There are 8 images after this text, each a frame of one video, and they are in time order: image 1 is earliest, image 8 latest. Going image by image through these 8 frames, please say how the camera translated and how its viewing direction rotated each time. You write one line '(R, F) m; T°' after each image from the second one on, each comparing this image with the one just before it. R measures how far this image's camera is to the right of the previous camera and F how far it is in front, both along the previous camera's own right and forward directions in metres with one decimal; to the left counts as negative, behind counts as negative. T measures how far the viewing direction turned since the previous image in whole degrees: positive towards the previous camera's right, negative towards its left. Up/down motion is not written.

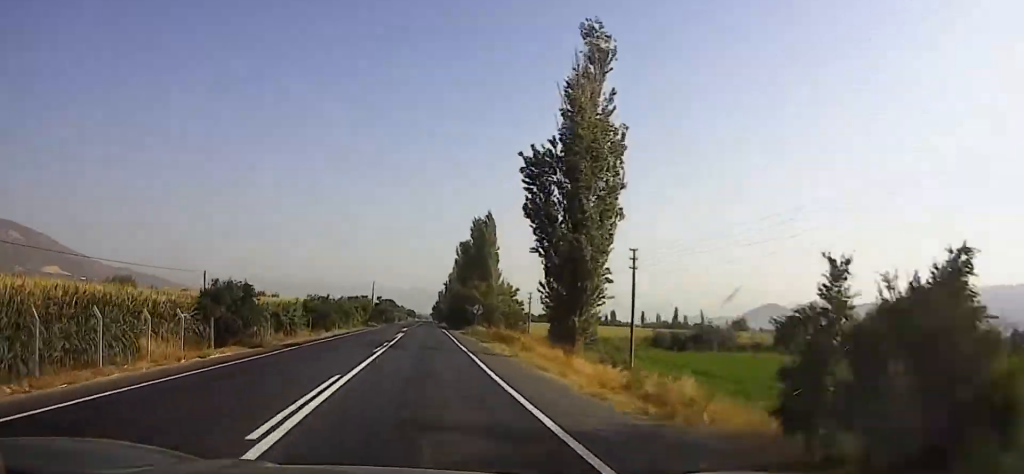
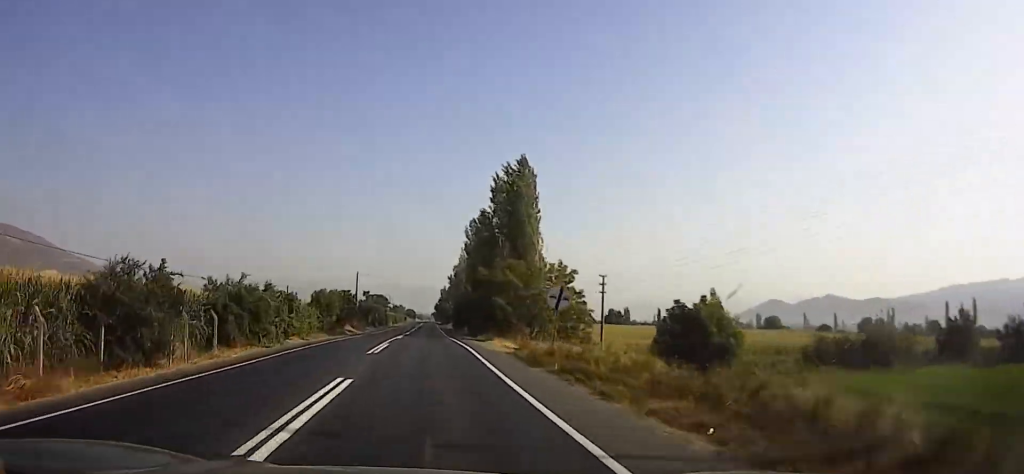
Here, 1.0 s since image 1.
(+0.9, +29.8) m; +1°
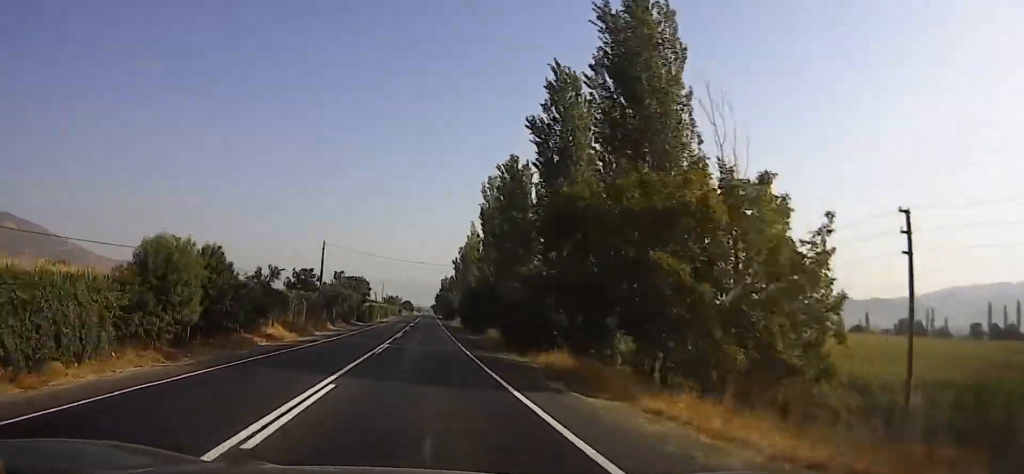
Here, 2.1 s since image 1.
(-0.2, +30.0) m; -1°
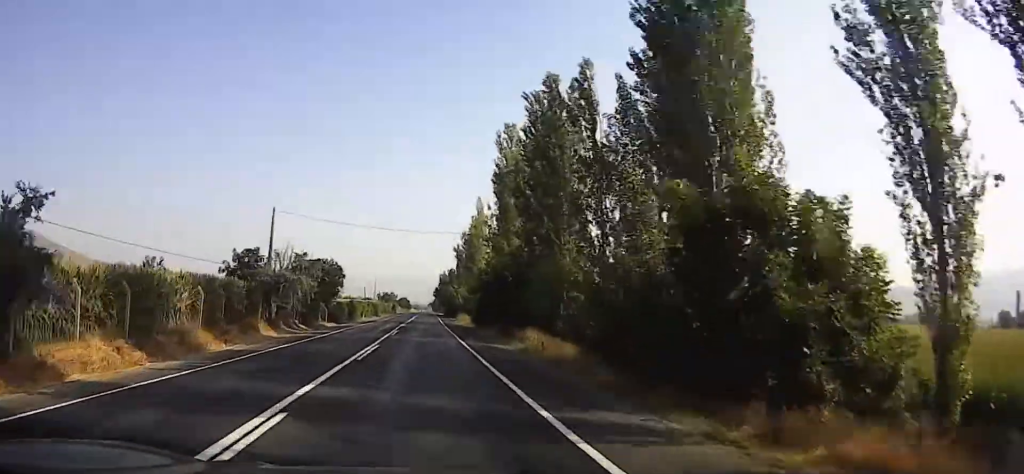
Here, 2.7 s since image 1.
(-0.3, +19.5) m; -1°
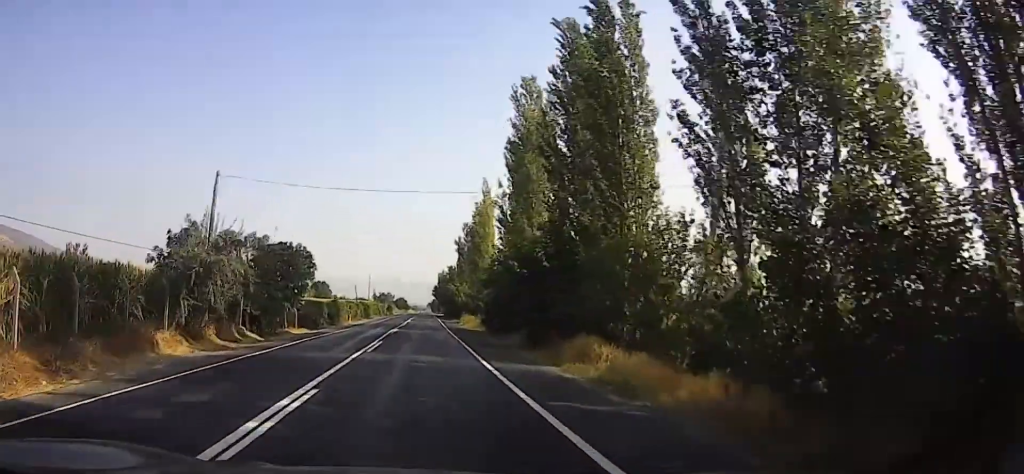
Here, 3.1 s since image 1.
(0.0, +11.9) m; 0°
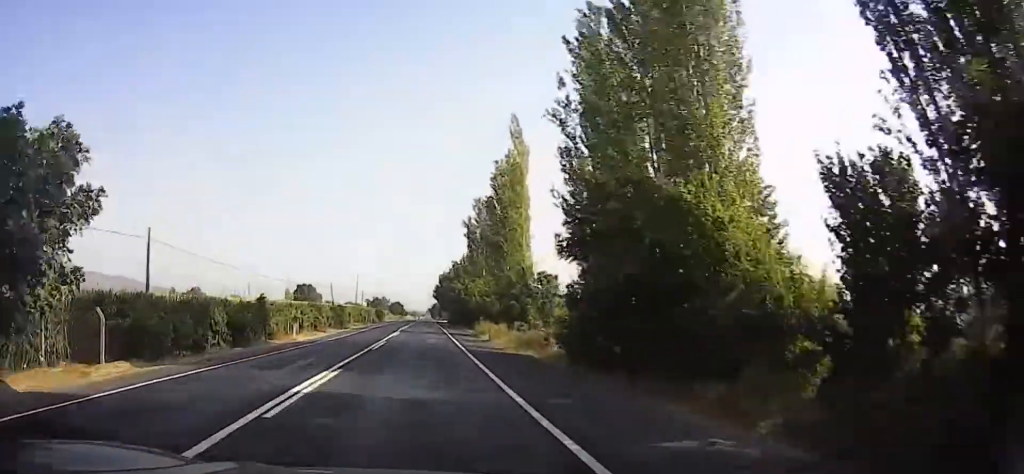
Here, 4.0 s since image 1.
(0.0, +25.8) m; 0°
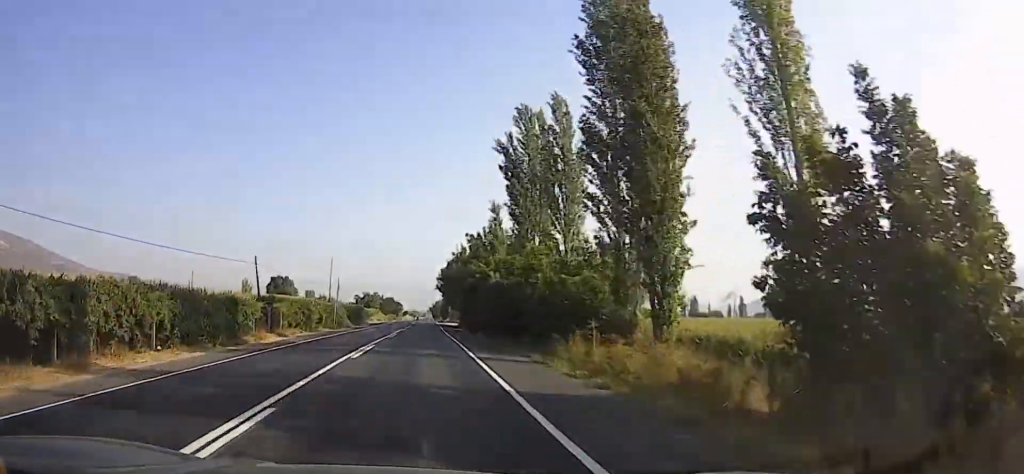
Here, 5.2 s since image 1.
(+0.1, +35.1) m; 0°
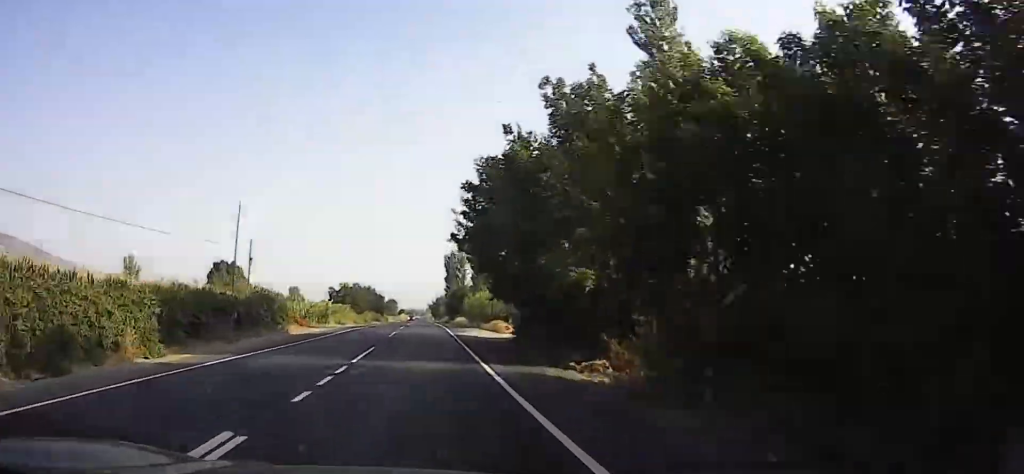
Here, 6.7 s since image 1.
(-0.1, +45.2) m; 0°
